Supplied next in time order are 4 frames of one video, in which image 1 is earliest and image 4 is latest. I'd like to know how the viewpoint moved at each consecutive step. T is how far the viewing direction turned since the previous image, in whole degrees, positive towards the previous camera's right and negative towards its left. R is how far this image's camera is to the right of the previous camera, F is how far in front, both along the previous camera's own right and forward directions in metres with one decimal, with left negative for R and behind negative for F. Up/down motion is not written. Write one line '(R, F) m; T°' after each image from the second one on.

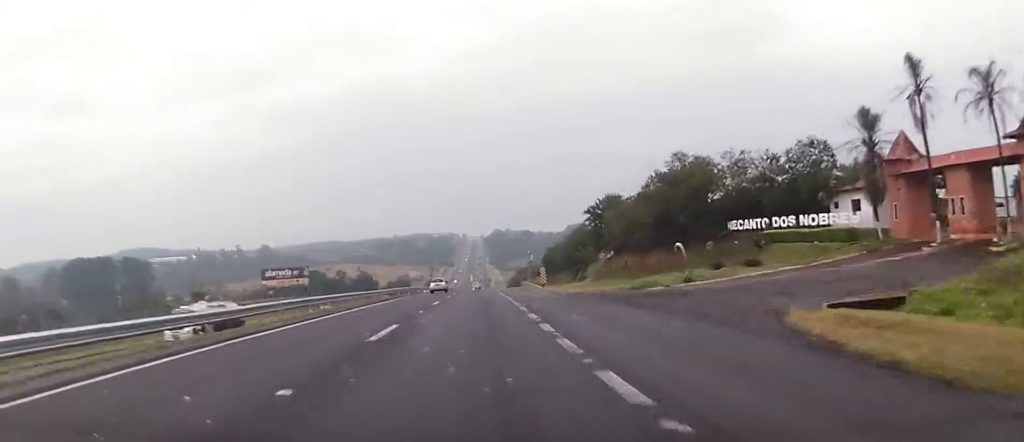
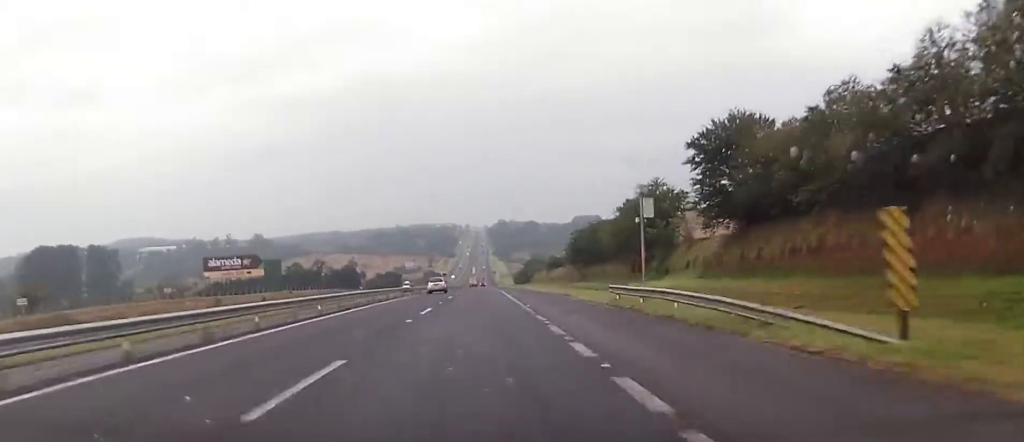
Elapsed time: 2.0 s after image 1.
(+0.1, +57.4) m; 0°
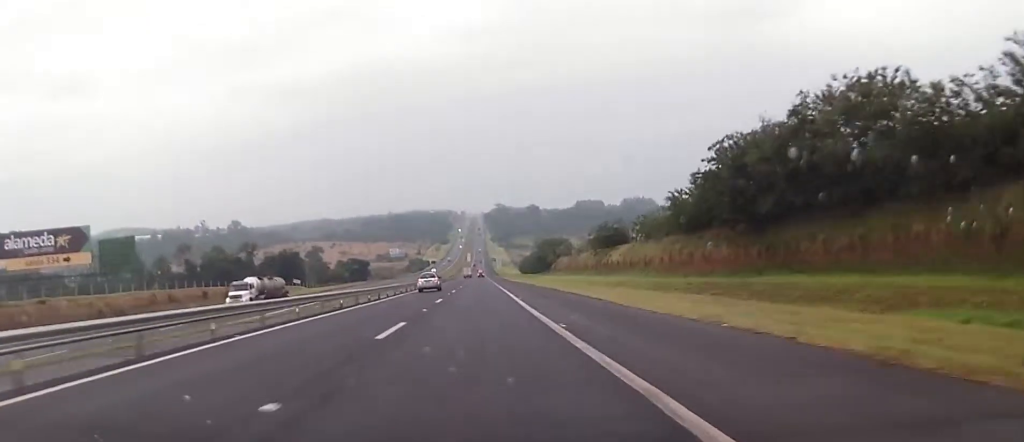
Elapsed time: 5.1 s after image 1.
(+0.6, +92.1) m; 0°
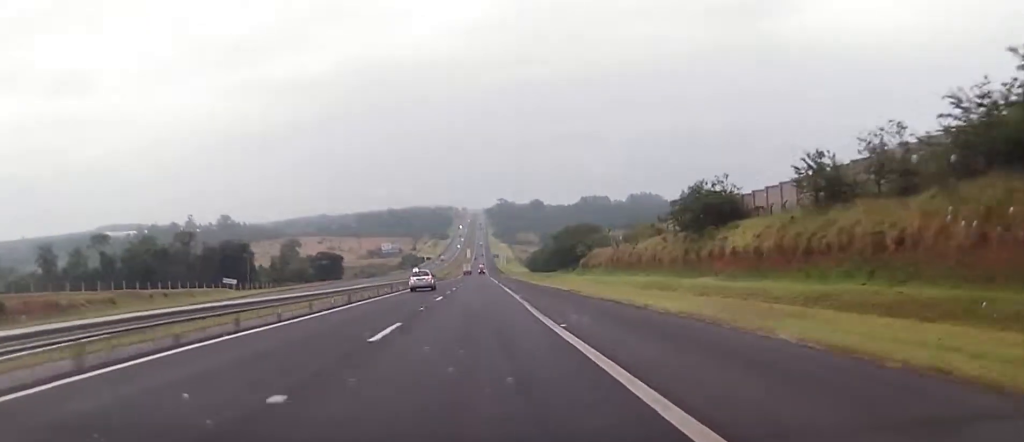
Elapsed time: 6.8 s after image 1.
(-0.2, +50.3) m; 0°
